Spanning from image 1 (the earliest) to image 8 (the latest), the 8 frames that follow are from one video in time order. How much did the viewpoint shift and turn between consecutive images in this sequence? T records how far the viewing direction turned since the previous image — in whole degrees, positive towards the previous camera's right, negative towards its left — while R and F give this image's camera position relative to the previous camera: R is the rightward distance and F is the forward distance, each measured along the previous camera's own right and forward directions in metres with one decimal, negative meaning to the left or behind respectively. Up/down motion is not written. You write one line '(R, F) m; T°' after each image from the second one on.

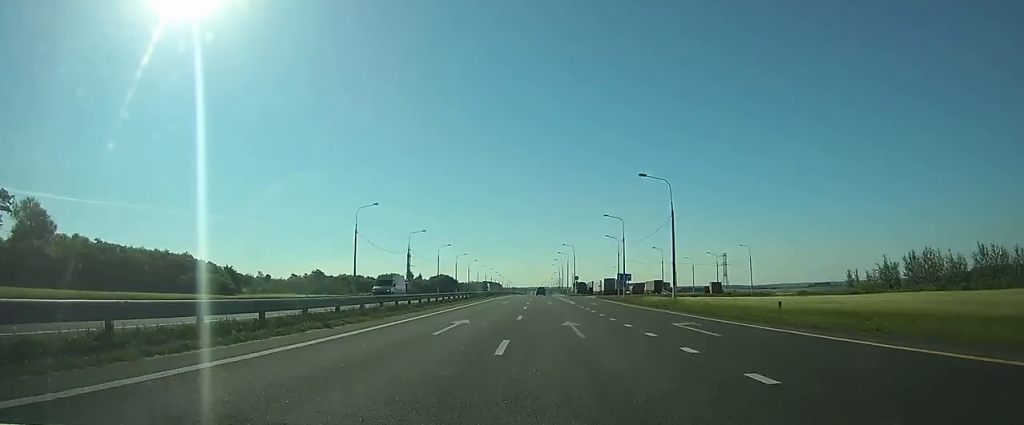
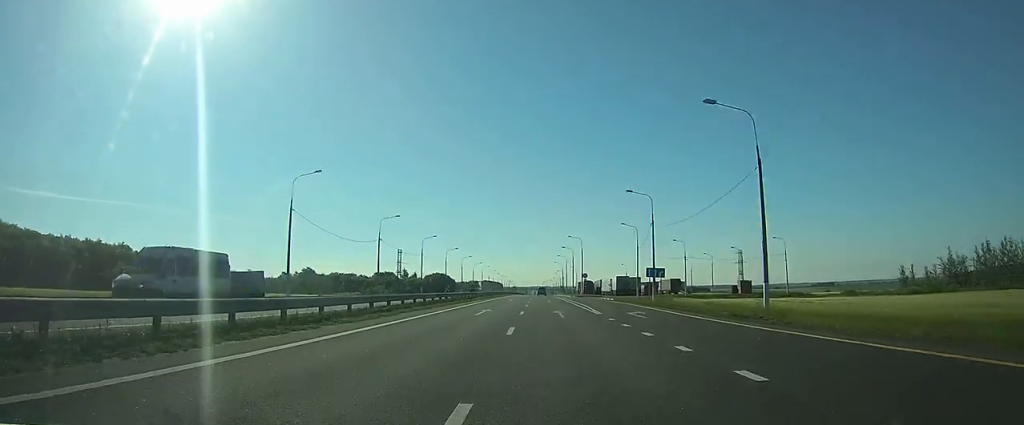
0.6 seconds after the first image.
(0.0, +19.5) m; 0°
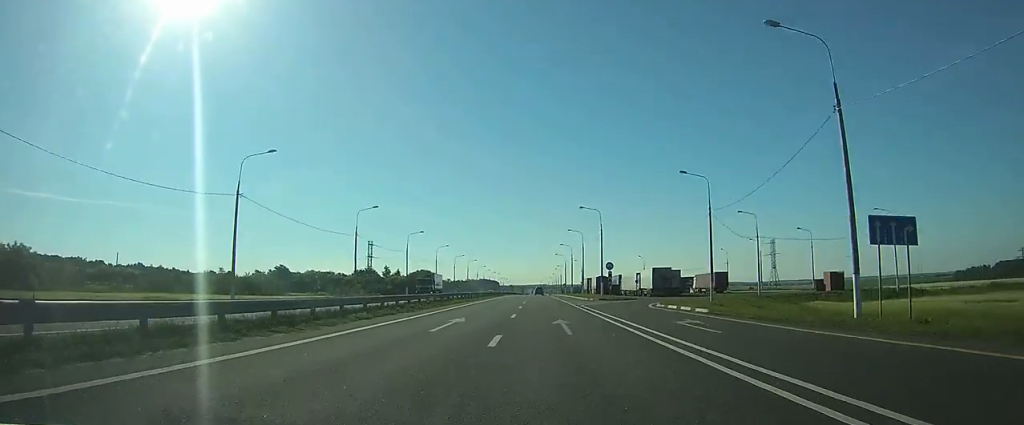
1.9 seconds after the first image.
(0.0, +39.0) m; 0°
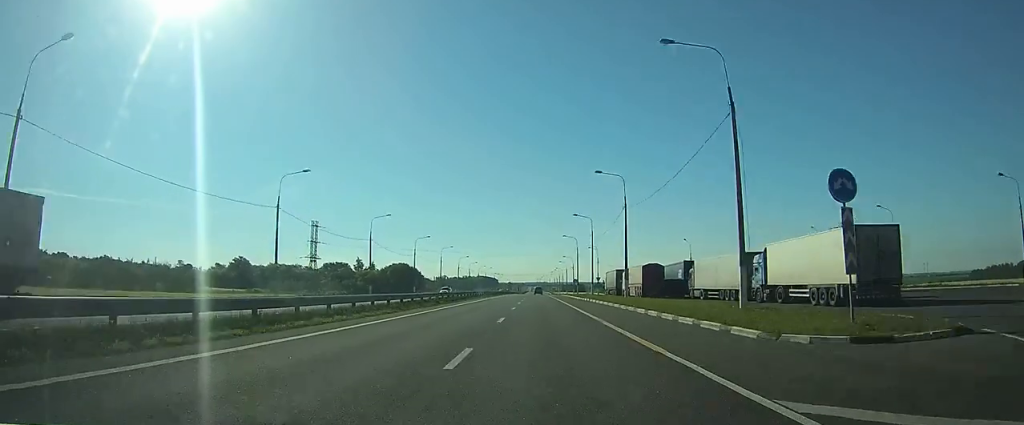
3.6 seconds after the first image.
(0.0, +51.4) m; 0°
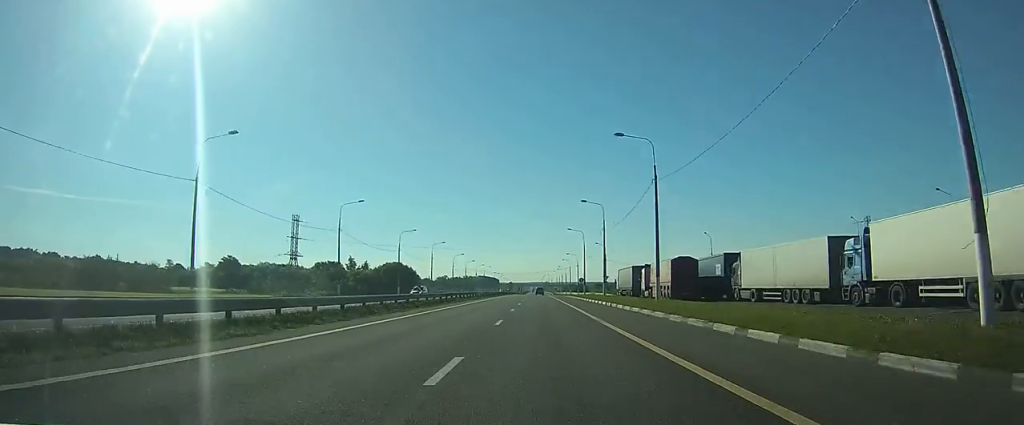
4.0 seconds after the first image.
(0.0, +13.3) m; 0°
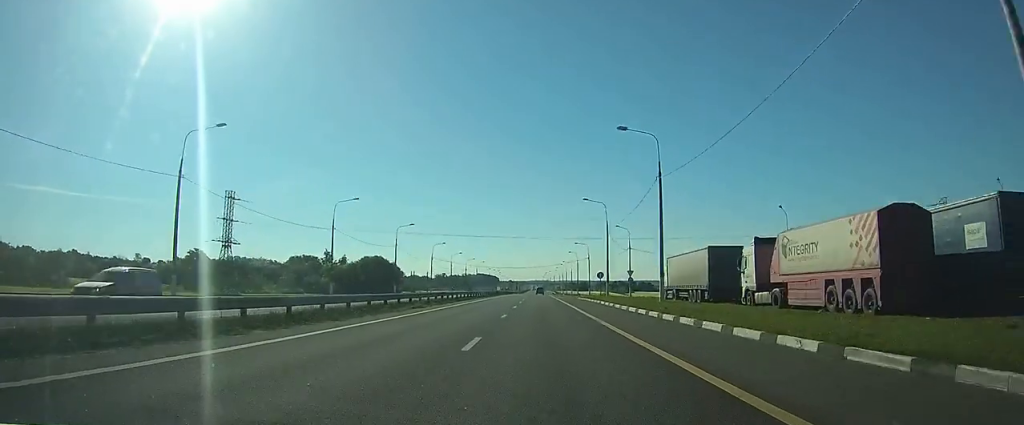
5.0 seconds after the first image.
(0.0, +31.9) m; 0°
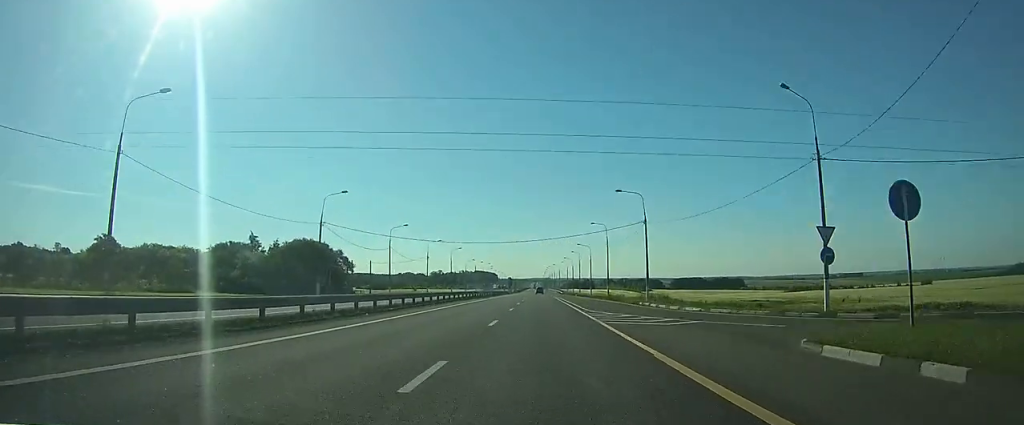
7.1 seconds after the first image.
(-0.2, +64.1) m; 0°
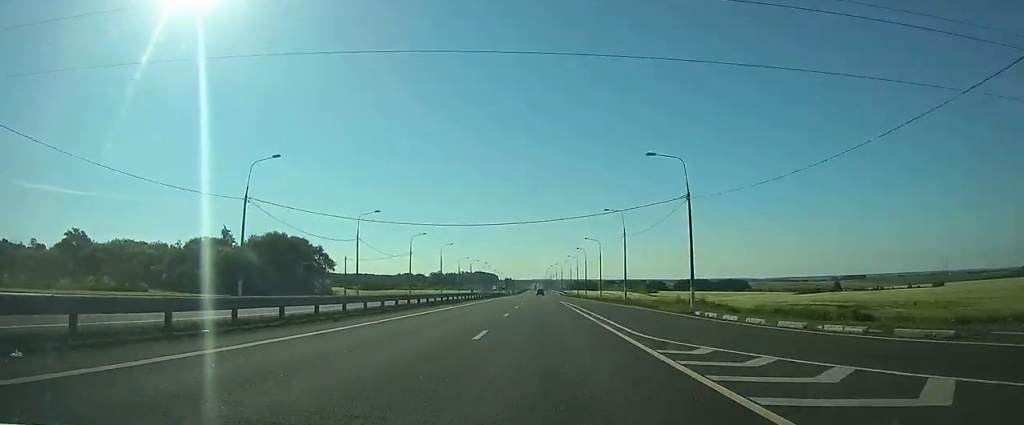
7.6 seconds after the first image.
(0.0, +16.7) m; 0°
